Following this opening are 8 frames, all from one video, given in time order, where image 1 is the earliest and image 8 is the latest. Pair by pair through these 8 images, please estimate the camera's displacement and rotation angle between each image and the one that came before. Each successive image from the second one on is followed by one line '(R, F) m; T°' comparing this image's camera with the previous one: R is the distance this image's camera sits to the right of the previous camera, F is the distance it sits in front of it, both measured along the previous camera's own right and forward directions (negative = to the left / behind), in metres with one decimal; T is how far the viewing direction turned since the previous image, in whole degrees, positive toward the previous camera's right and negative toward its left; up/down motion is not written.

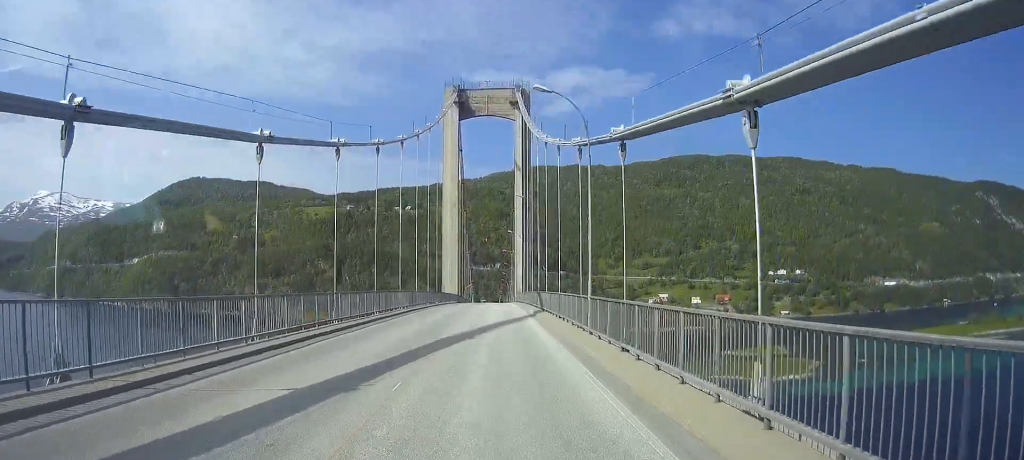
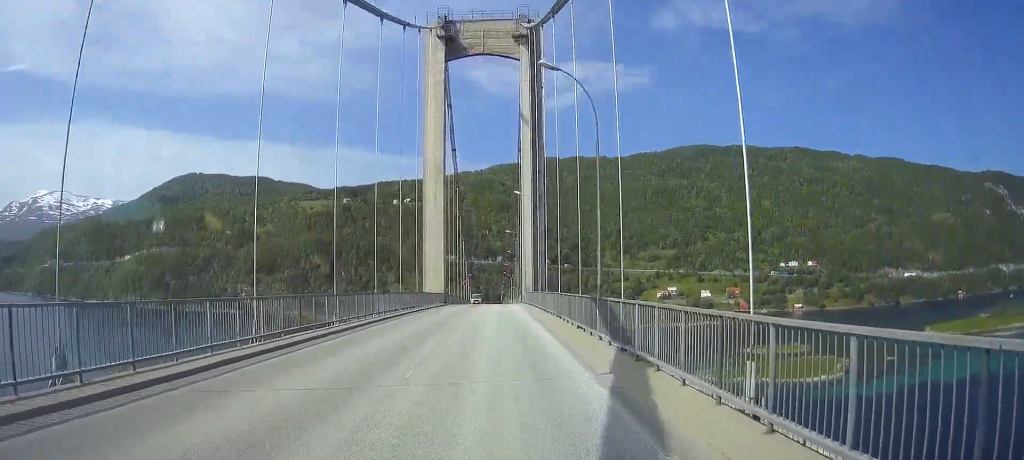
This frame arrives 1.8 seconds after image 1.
(-0.9, +28.8) m; -3°
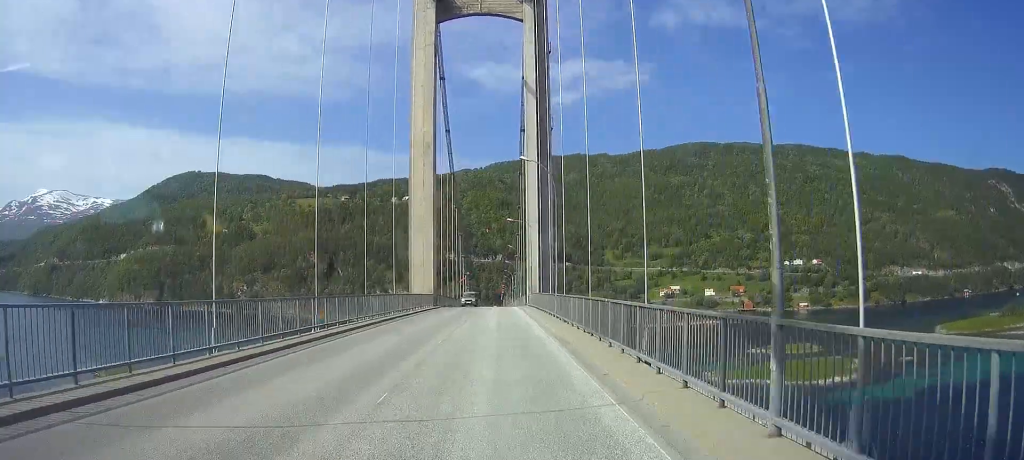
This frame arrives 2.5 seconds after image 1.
(0.0, +13.4) m; 0°
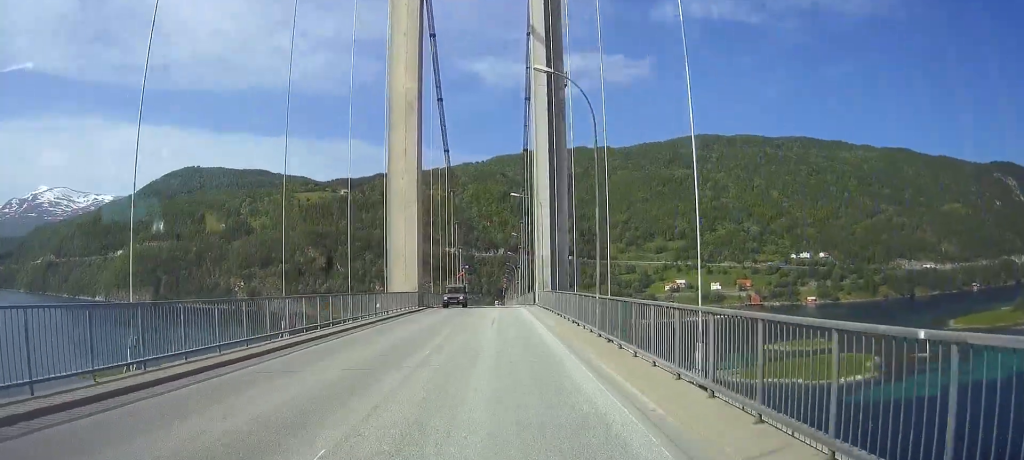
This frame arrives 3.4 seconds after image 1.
(0.0, +14.3) m; 0°
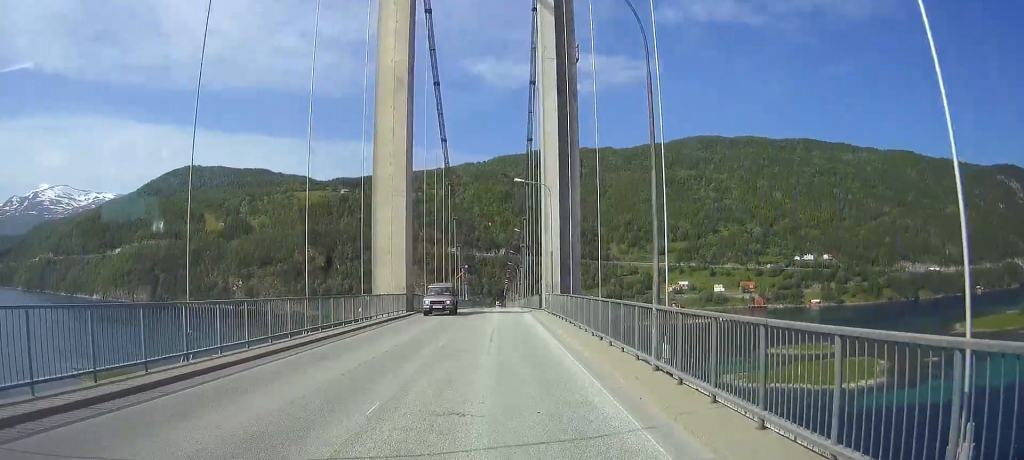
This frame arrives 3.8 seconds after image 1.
(0.0, +7.5) m; 0°
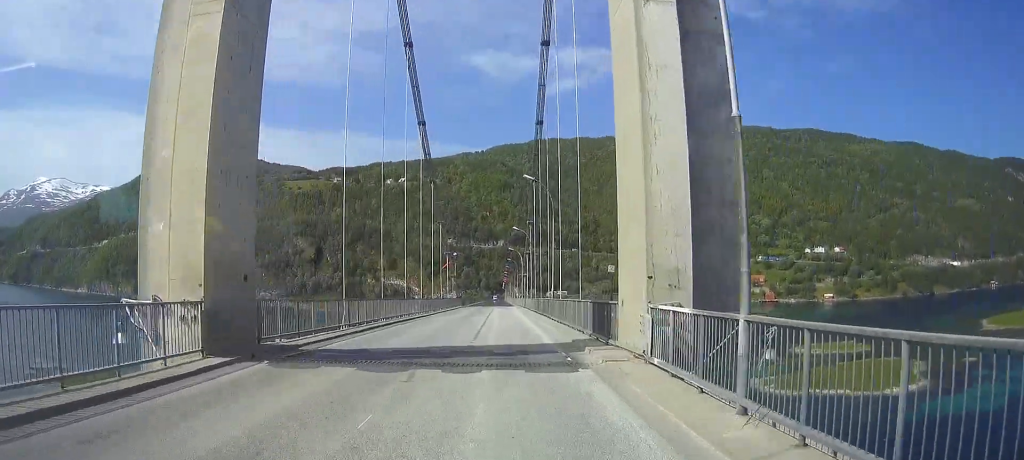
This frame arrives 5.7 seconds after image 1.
(0.0, +33.3) m; 0°
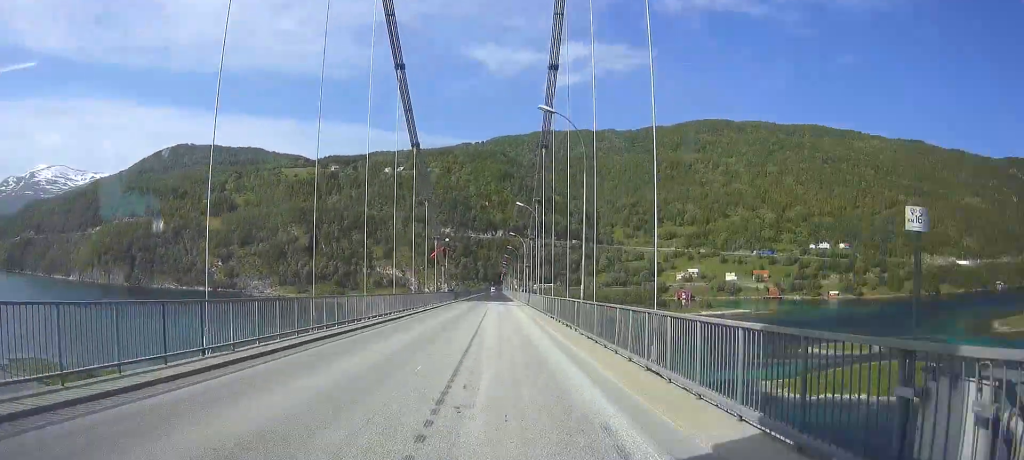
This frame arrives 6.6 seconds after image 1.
(0.0, +15.1) m; 0°
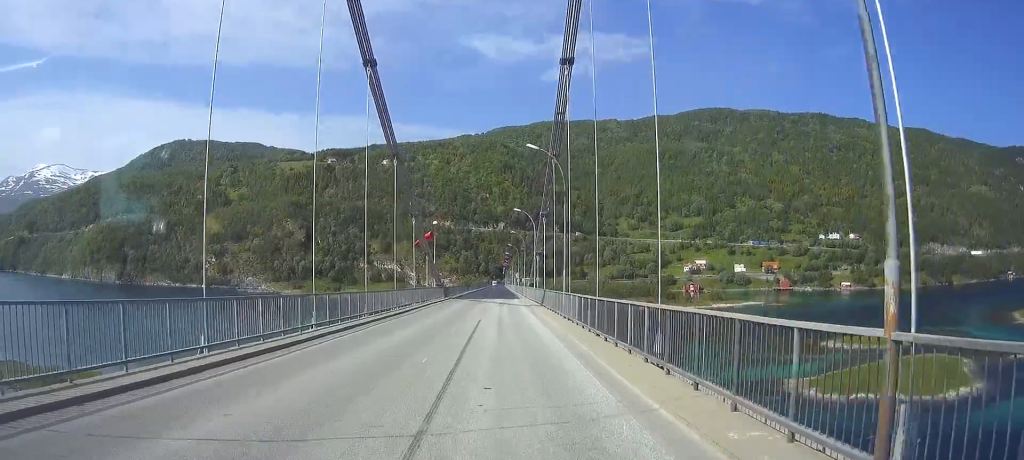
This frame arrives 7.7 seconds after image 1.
(0.0, +20.2) m; 0°
